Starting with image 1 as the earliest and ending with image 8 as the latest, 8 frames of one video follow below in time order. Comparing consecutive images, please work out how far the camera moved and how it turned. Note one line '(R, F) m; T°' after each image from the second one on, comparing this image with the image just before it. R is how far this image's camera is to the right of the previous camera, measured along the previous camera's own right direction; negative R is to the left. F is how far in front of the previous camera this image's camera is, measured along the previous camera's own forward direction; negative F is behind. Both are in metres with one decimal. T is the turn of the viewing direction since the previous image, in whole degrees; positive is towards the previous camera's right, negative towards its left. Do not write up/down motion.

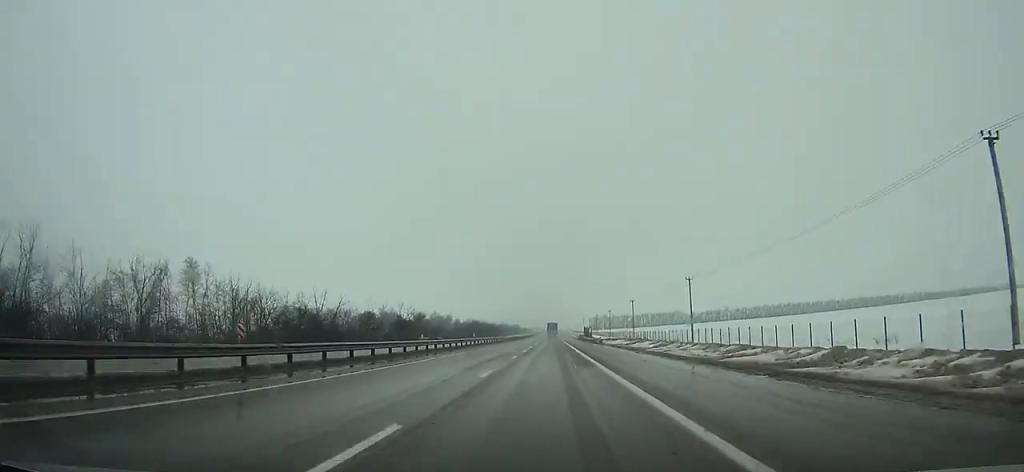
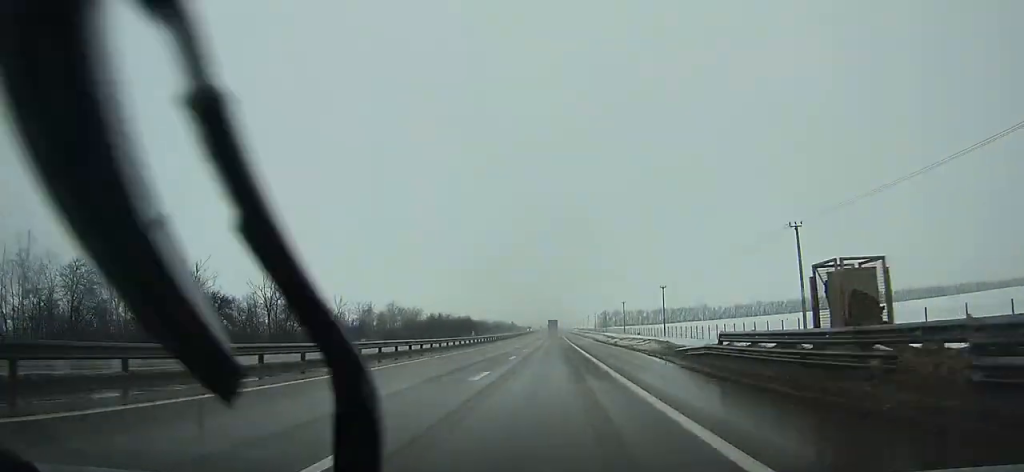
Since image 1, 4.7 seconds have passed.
(-0.2, +98.2) m; 0°
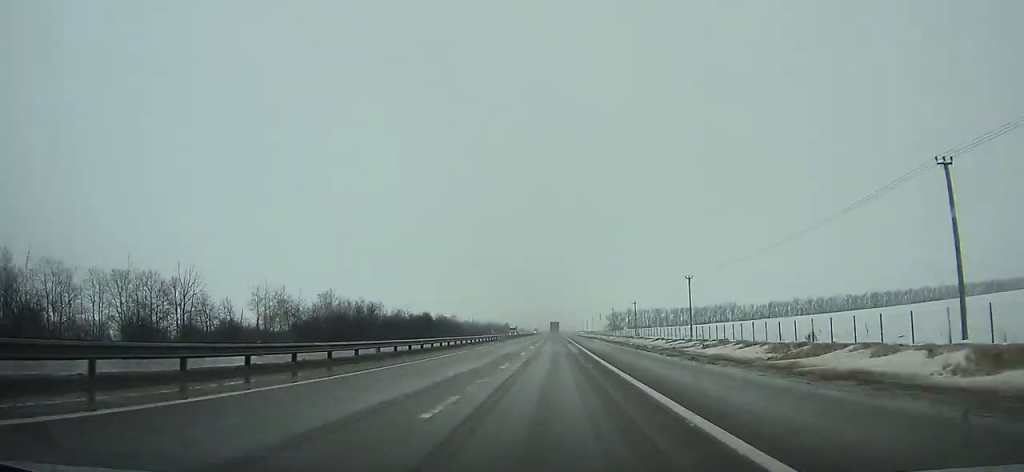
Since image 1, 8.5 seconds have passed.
(-0.2, +80.6) m; 0°
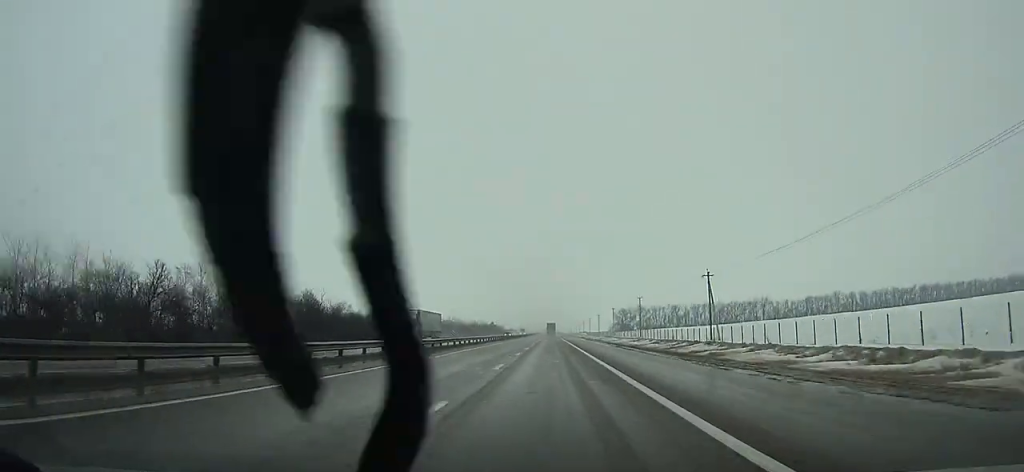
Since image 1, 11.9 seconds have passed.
(+0.1, +72.6) m; 0°
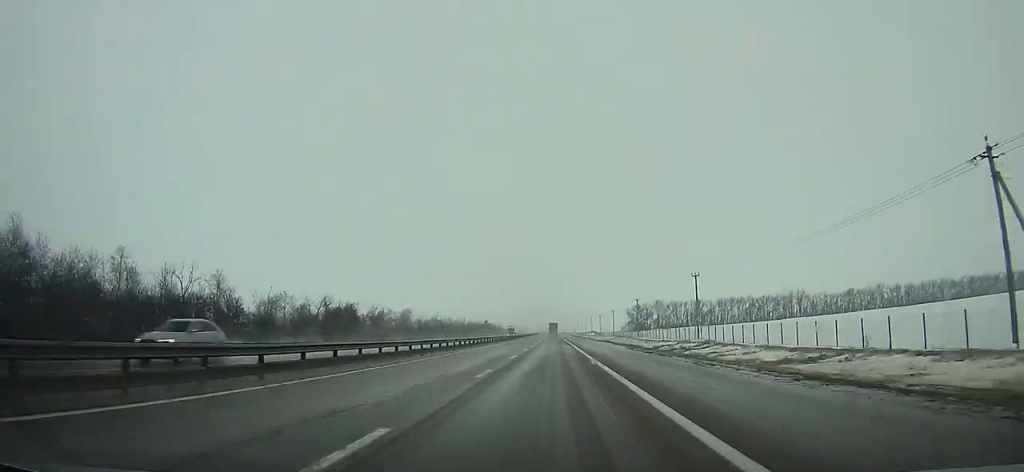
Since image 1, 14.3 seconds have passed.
(+0.1, +51.4) m; 0°
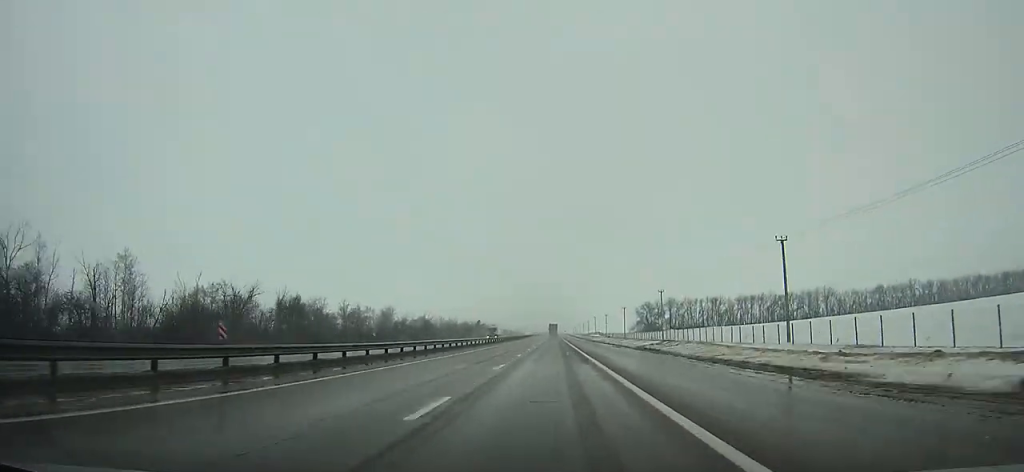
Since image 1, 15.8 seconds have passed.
(0.0, +32.1) m; 0°
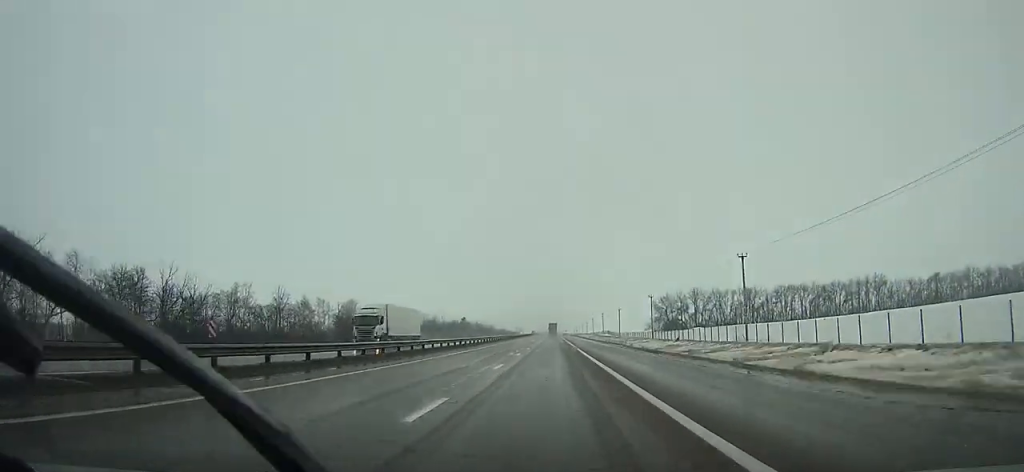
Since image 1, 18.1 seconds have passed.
(-0.1, +49.2) m; 0°
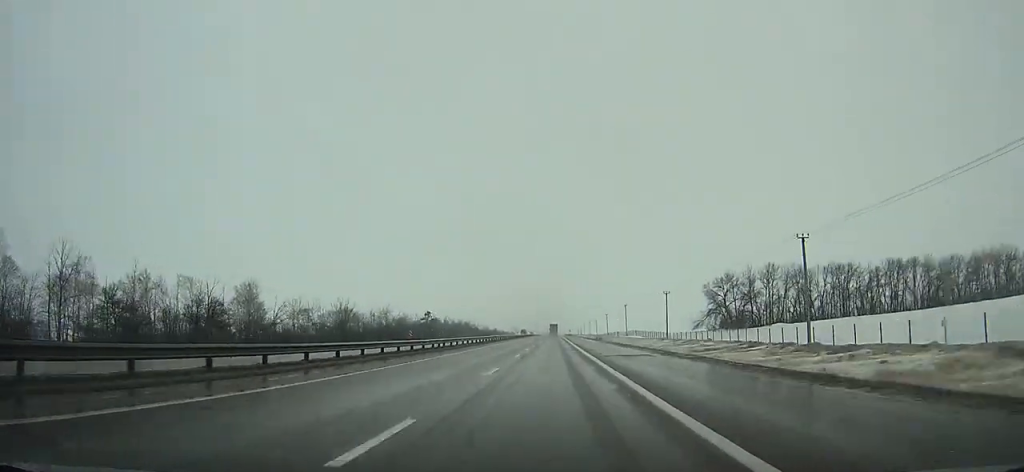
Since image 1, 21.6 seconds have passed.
(+0.3, +74.7) m; 0°
